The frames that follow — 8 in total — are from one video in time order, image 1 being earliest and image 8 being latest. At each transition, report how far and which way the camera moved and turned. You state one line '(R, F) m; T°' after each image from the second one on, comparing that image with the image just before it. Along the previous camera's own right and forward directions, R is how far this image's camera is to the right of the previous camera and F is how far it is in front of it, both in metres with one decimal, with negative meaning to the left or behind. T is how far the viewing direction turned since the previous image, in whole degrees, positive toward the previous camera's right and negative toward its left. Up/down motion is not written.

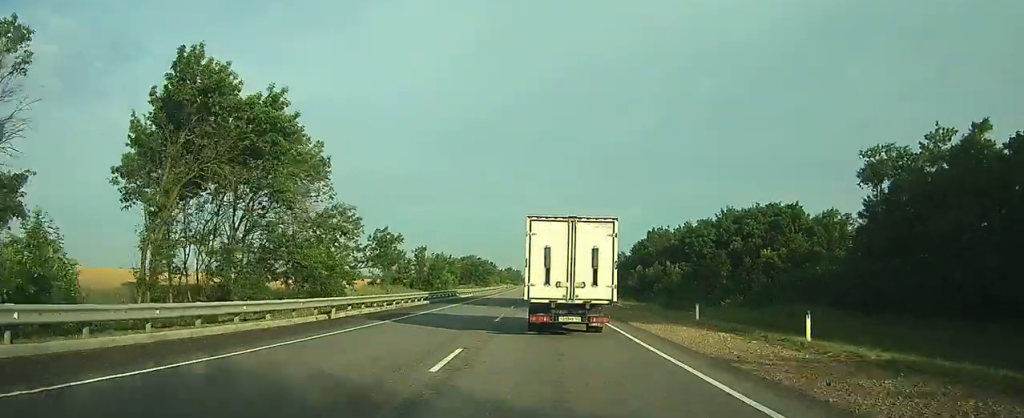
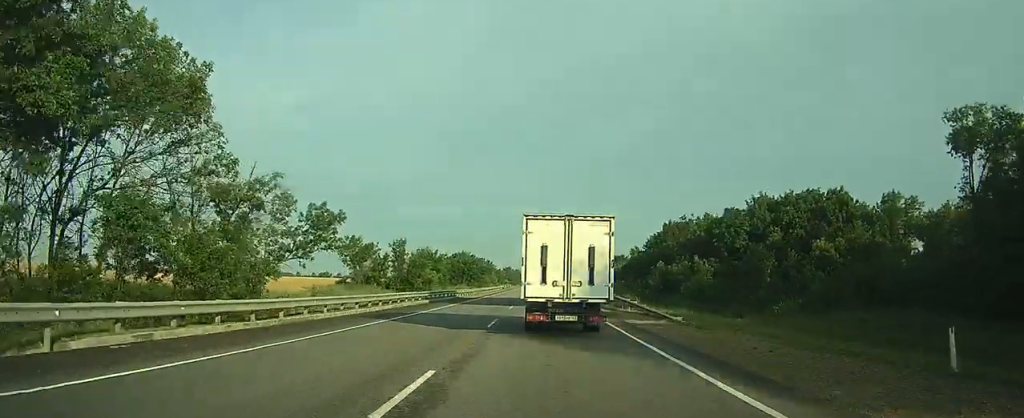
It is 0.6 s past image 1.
(0.0, +15.0) m; 0°
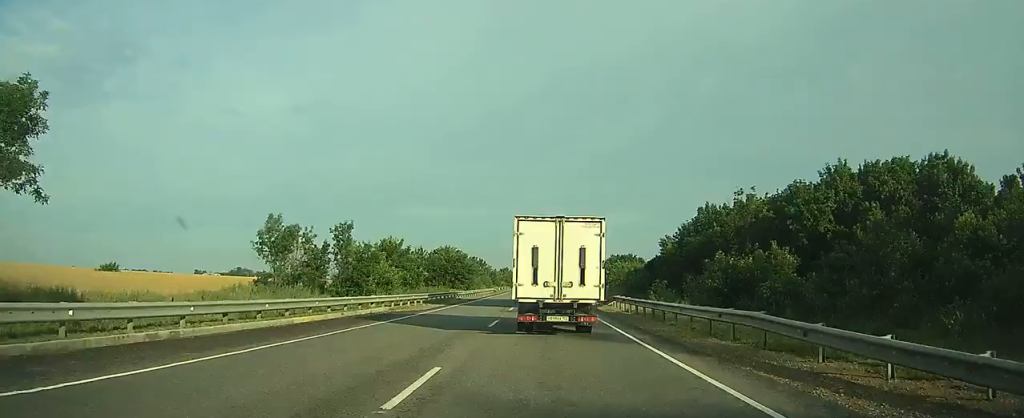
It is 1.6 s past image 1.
(0.0, +23.6) m; 0°
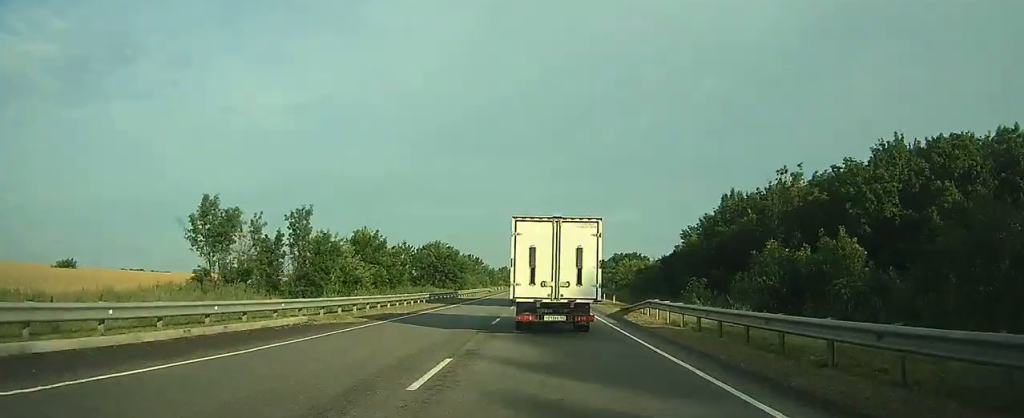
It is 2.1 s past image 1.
(0.0, +11.0) m; 0°
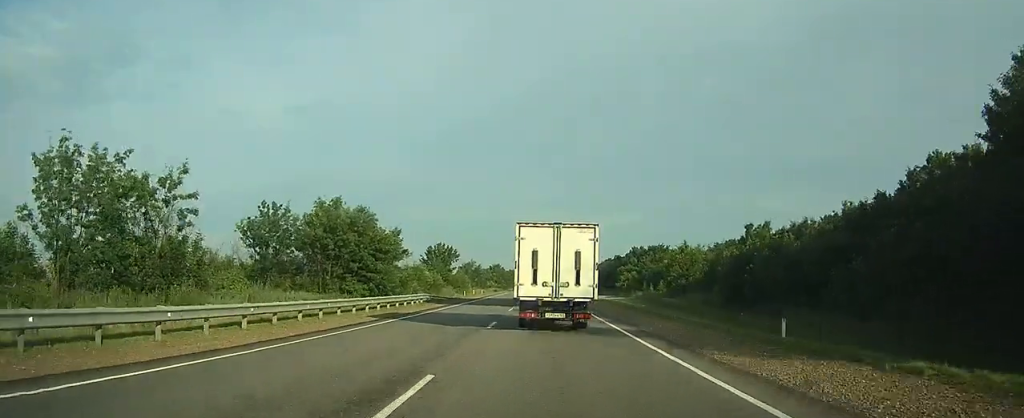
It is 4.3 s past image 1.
(0.0, +51.0) m; 0°
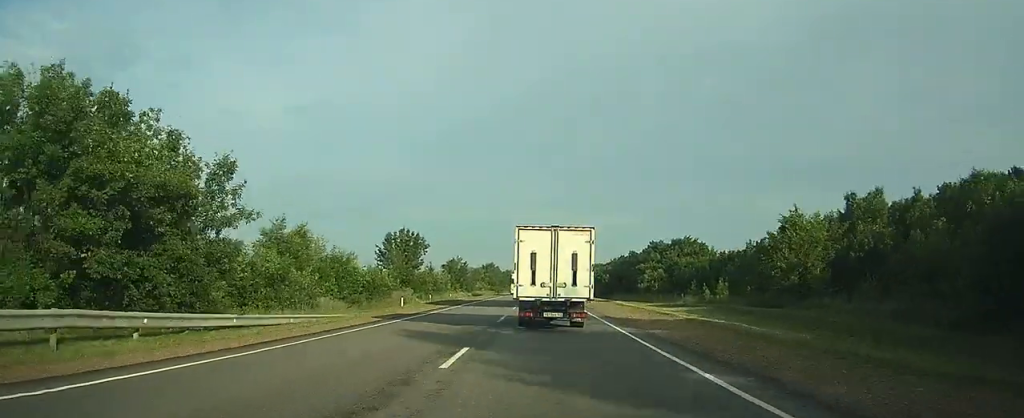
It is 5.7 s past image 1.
(0.0, +32.6) m; 0°
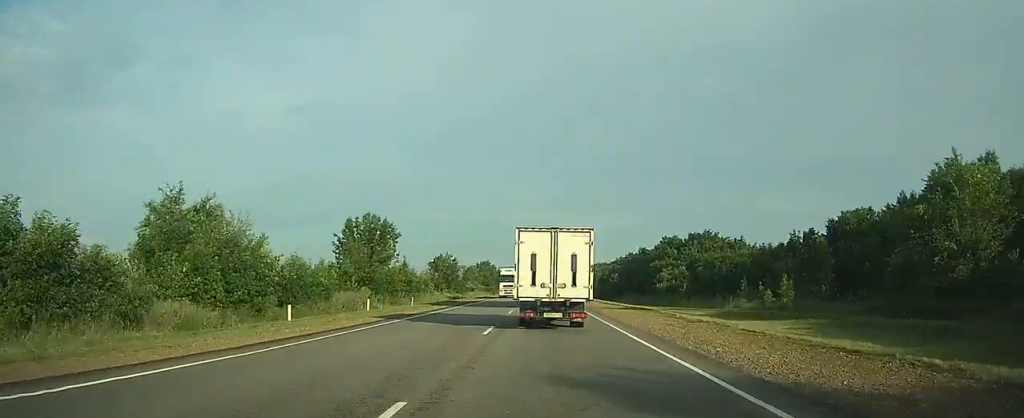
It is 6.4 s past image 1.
(0.0, +17.8) m; 0°
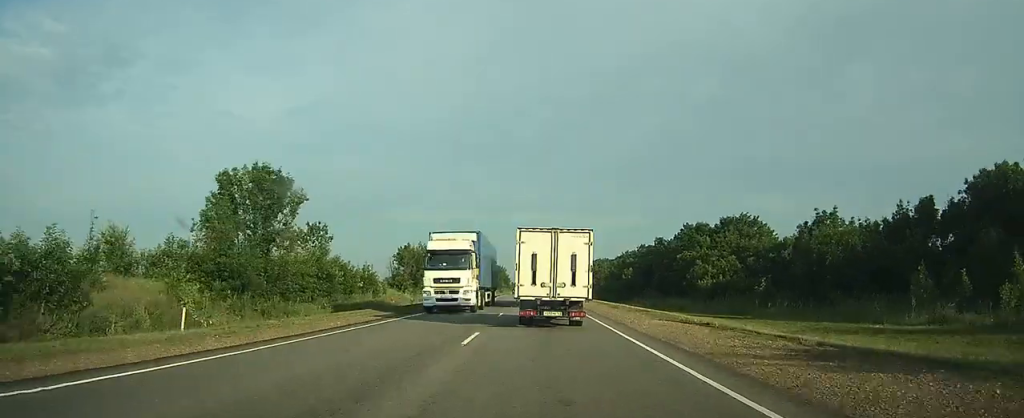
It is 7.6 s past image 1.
(0.0, +27.0) m; 0°
